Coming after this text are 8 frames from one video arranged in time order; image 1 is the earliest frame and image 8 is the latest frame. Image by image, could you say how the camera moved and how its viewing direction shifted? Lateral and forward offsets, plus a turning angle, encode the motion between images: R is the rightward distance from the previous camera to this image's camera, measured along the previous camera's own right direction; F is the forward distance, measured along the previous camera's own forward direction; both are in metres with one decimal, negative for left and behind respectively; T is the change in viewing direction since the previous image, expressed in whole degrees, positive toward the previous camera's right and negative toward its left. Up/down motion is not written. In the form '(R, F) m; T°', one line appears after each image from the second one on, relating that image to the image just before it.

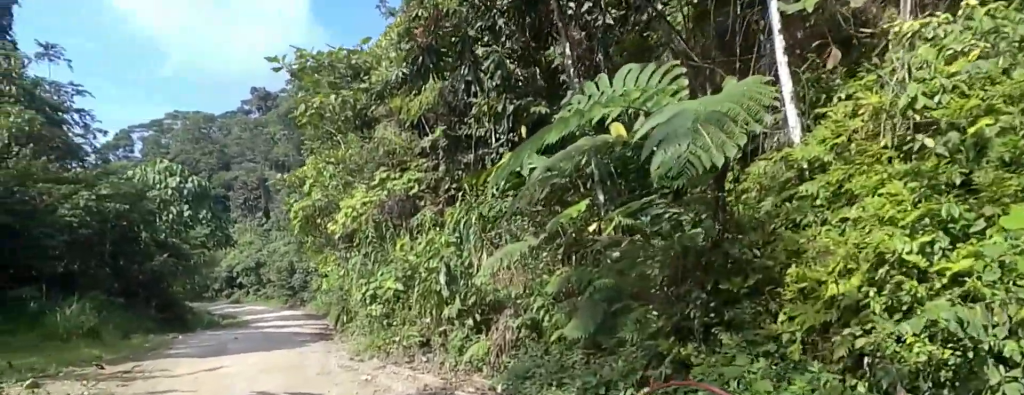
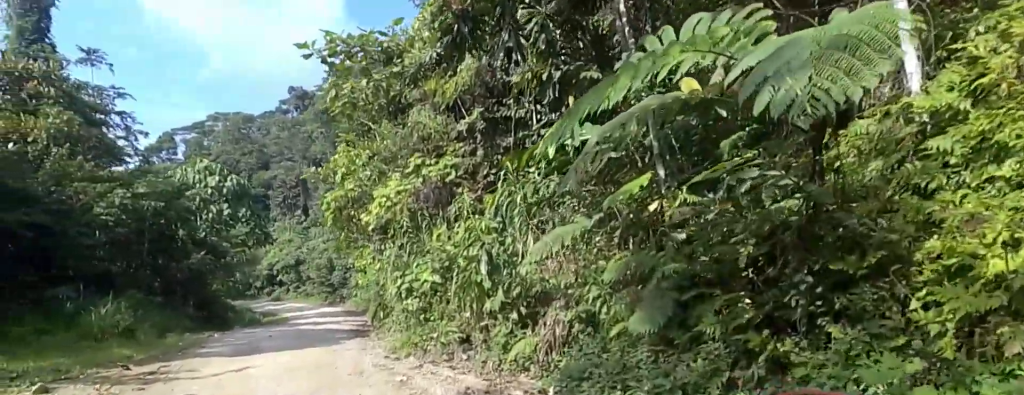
(0.0, +1.3) m; -4°
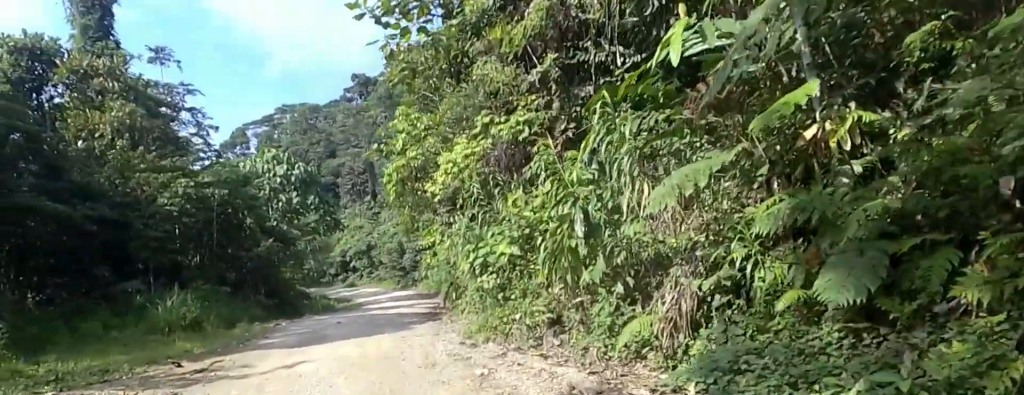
(-0.2, +2.4) m; -9°
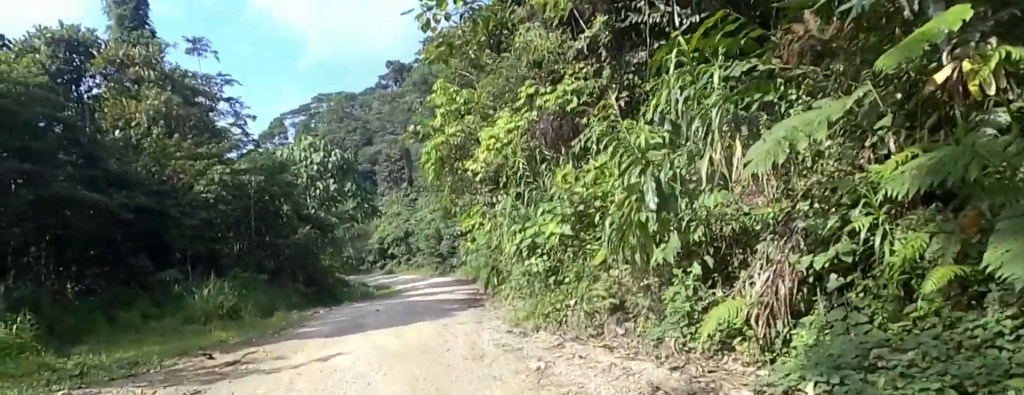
(0.0, +1.3) m; -5°
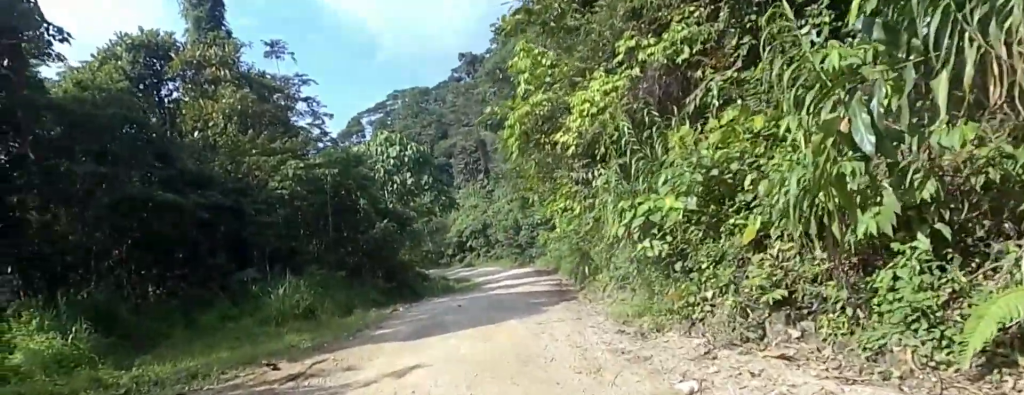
(-0.2, +2.4) m; -5°
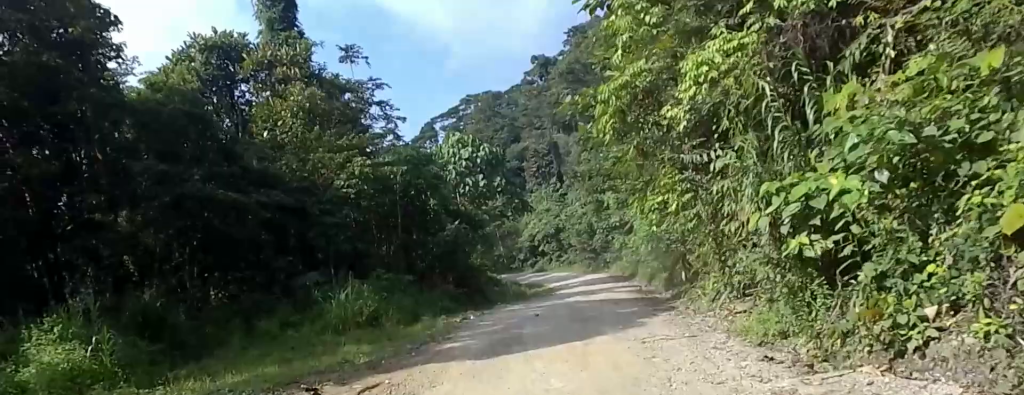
(-0.1, +2.4) m; -2°
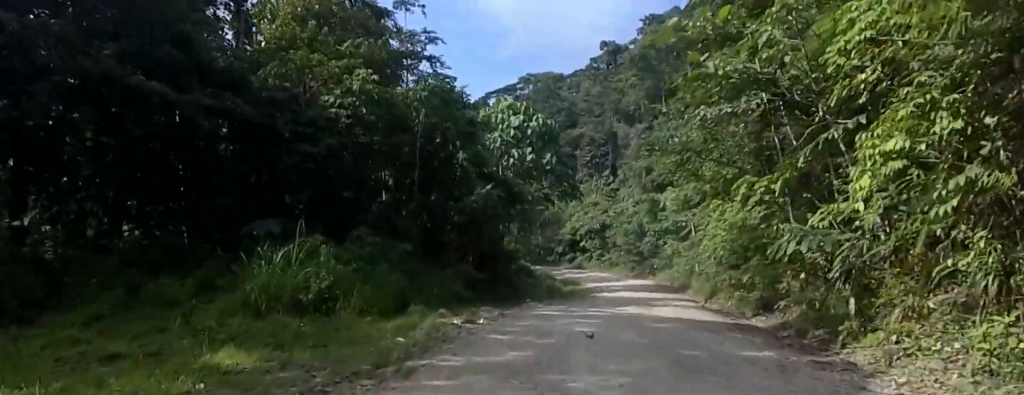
(0.0, +6.8) m; +2°
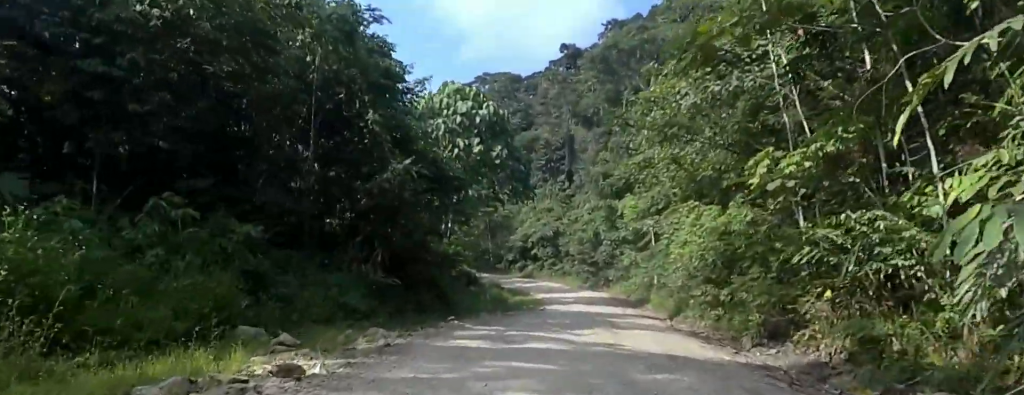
(+0.2, +5.9) m; +3°
